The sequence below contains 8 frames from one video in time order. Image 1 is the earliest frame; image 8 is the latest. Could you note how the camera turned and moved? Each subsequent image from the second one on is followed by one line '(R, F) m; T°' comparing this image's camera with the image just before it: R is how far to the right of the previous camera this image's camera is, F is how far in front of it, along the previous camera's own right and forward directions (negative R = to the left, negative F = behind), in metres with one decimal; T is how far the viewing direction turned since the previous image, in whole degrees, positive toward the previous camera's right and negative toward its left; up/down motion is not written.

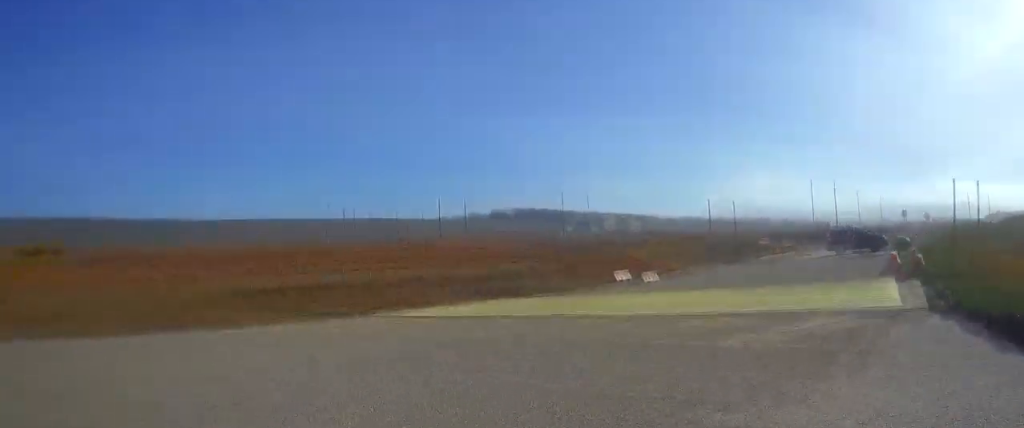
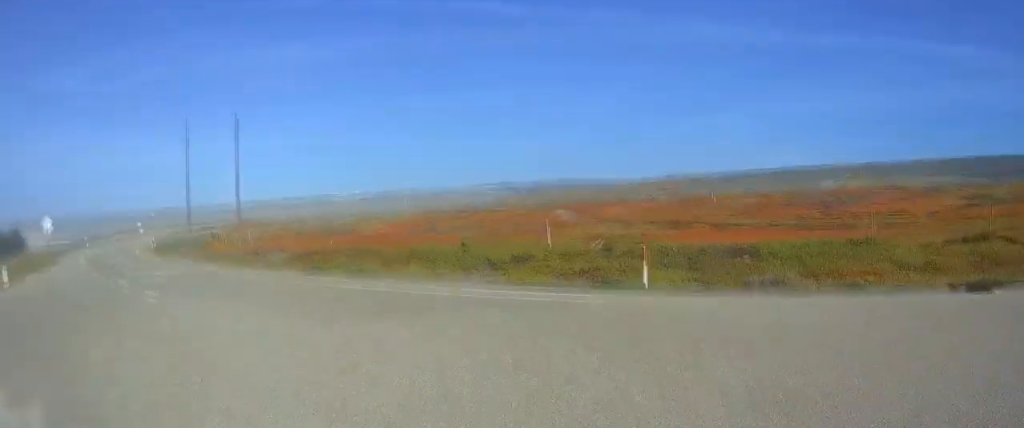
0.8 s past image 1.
(-0.2, +2.7) m; -14°
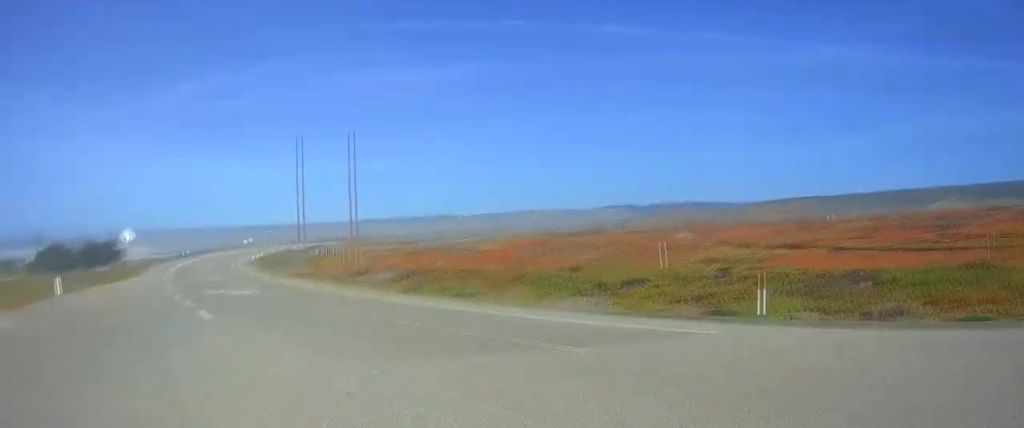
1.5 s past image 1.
(-0.2, +2.5) m; -14°
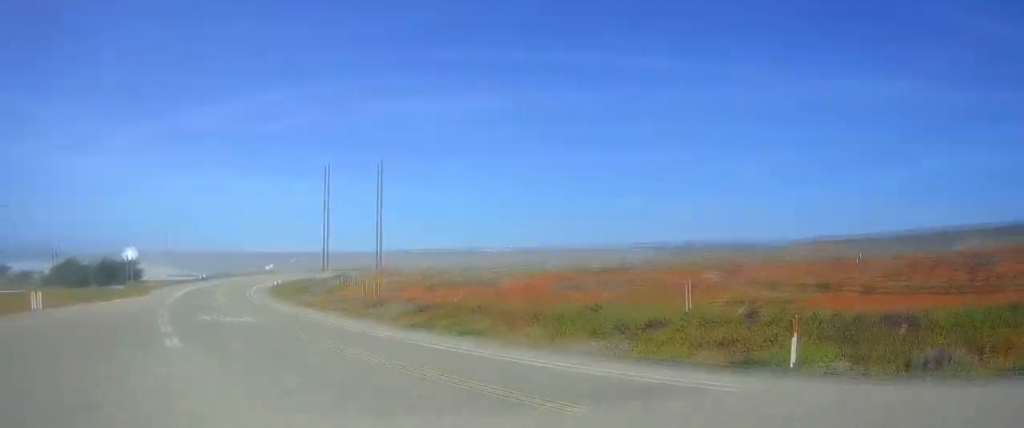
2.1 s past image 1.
(-0.3, +2.5) m; -7°
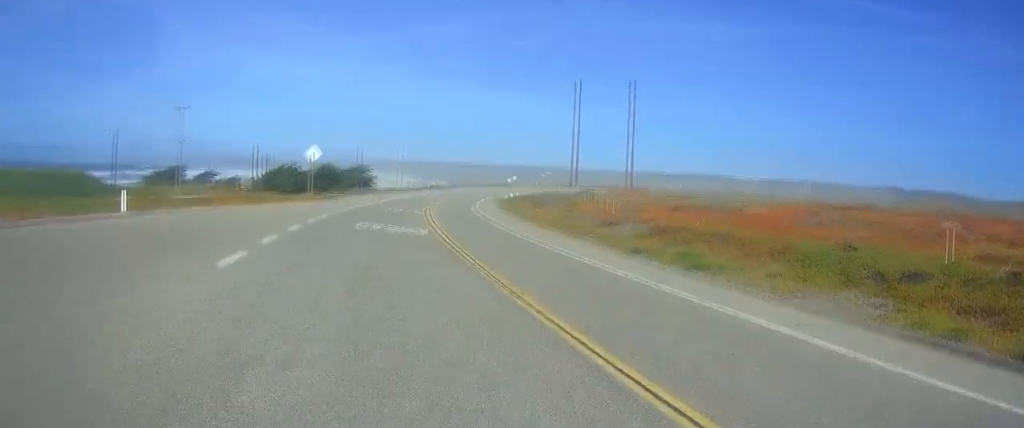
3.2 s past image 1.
(-0.7, +6.2) m; -11°
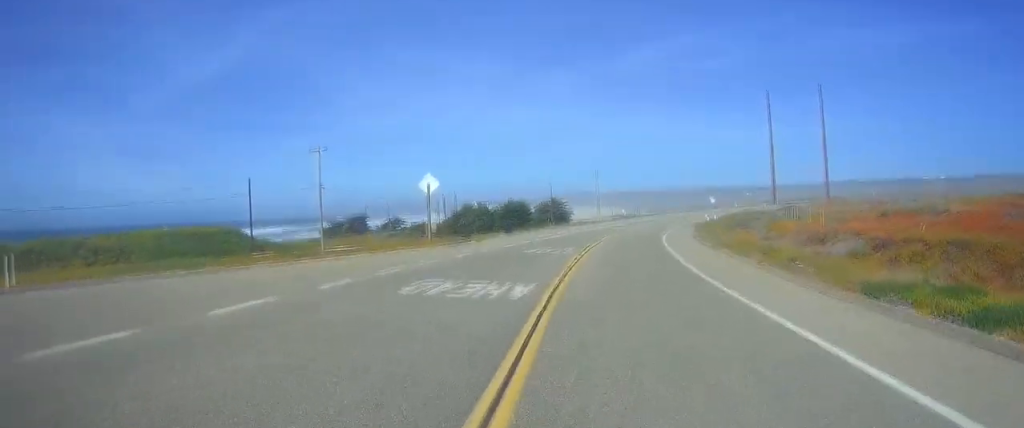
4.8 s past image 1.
(-1.2, +10.4) m; -12°
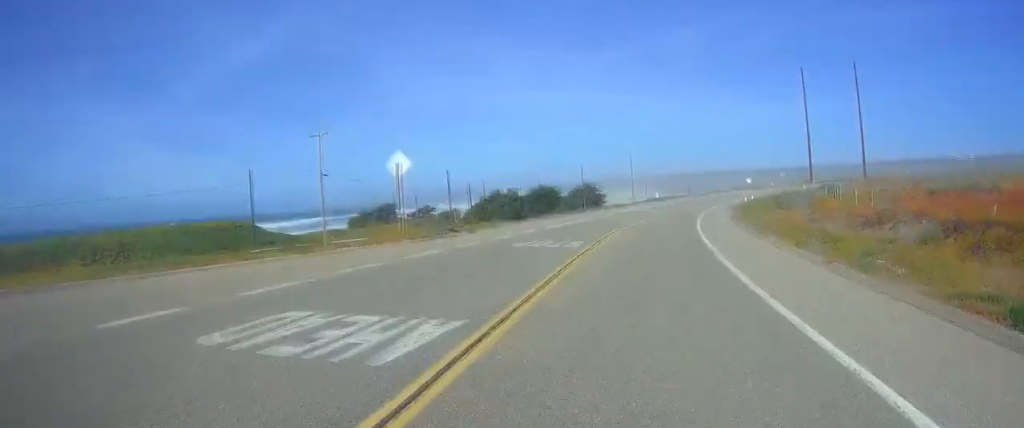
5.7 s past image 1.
(-0.3, +6.8) m; -4°
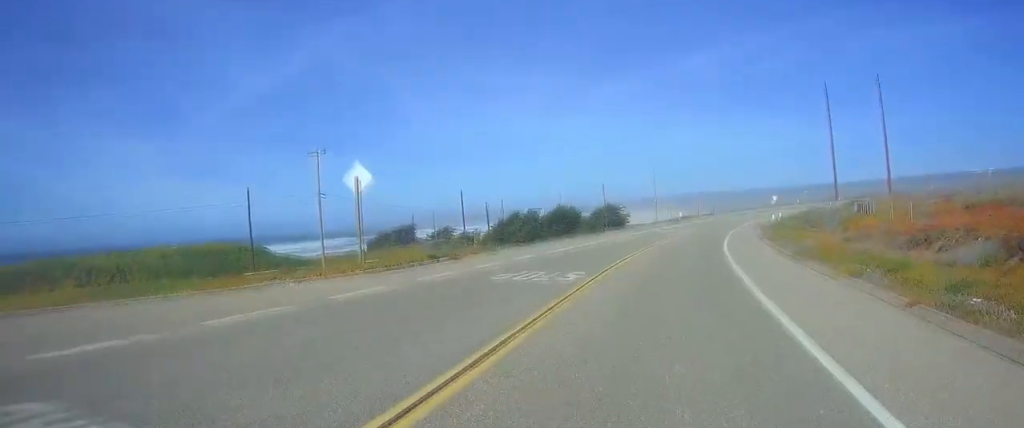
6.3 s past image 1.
(-0.1, +5.1) m; -1°
